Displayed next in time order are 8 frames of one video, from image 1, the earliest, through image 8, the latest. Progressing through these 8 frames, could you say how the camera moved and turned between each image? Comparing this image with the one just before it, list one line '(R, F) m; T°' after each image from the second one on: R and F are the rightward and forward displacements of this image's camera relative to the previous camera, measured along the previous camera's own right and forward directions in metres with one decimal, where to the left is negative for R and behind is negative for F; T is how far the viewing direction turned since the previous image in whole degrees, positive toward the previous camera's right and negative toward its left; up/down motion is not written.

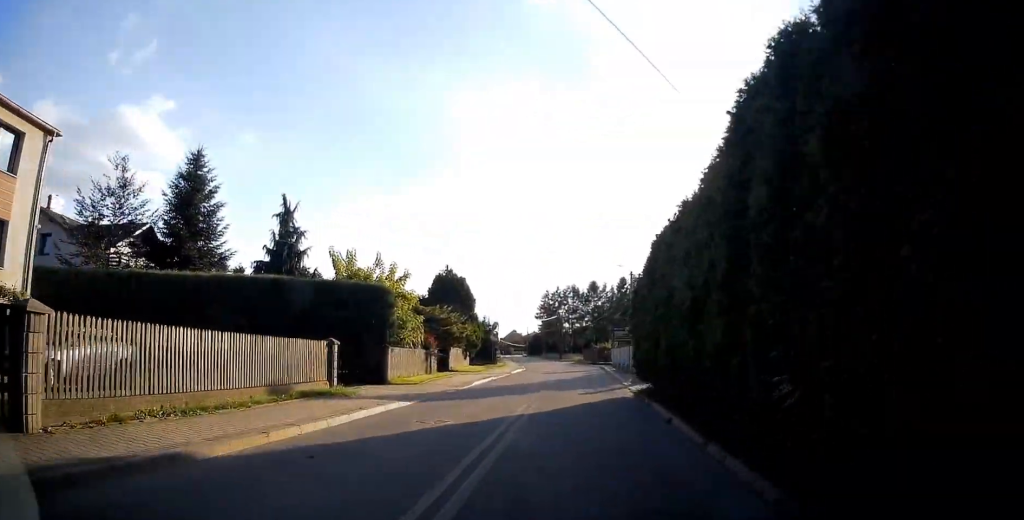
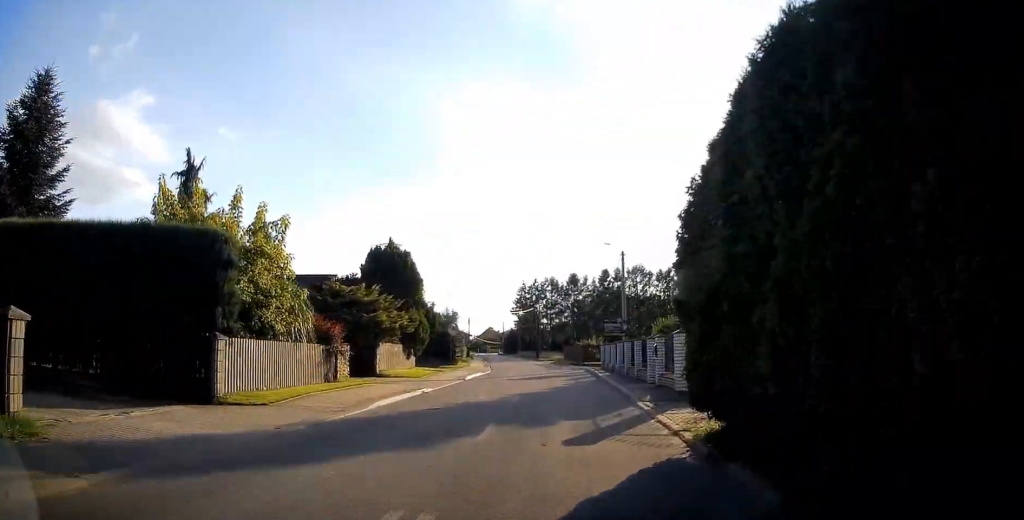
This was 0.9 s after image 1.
(+0.2, +8.9) m; 0°
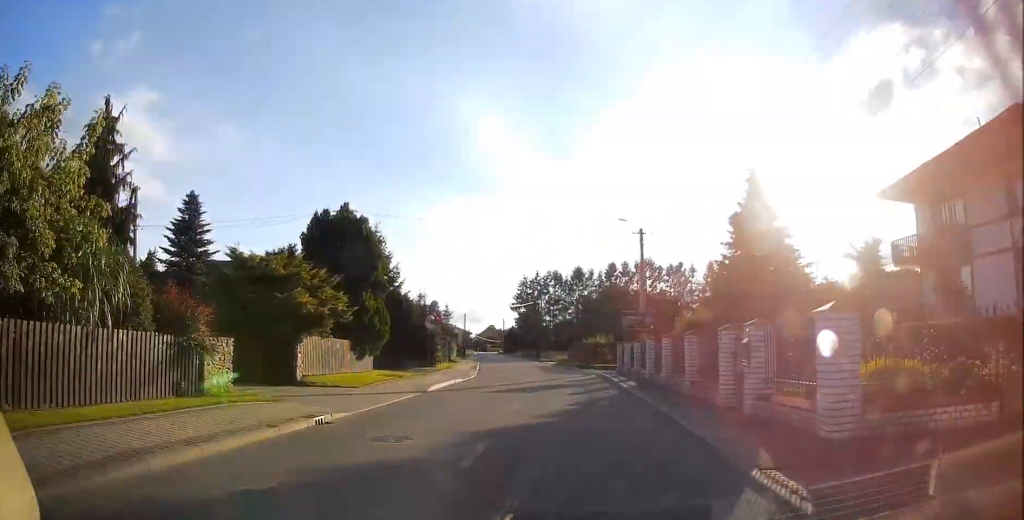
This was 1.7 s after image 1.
(-0.1, +6.4) m; -1°
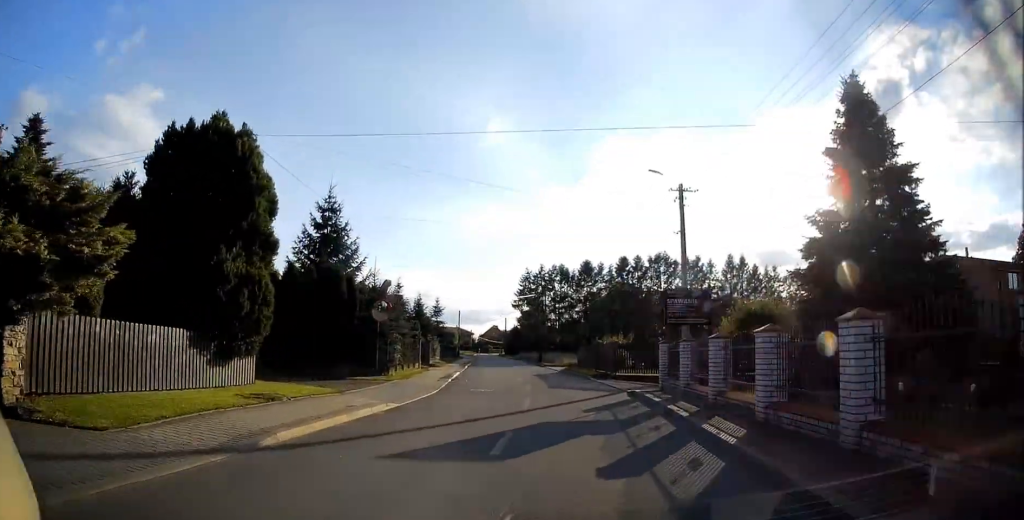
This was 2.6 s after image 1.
(-0.2, +7.7) m; -2°
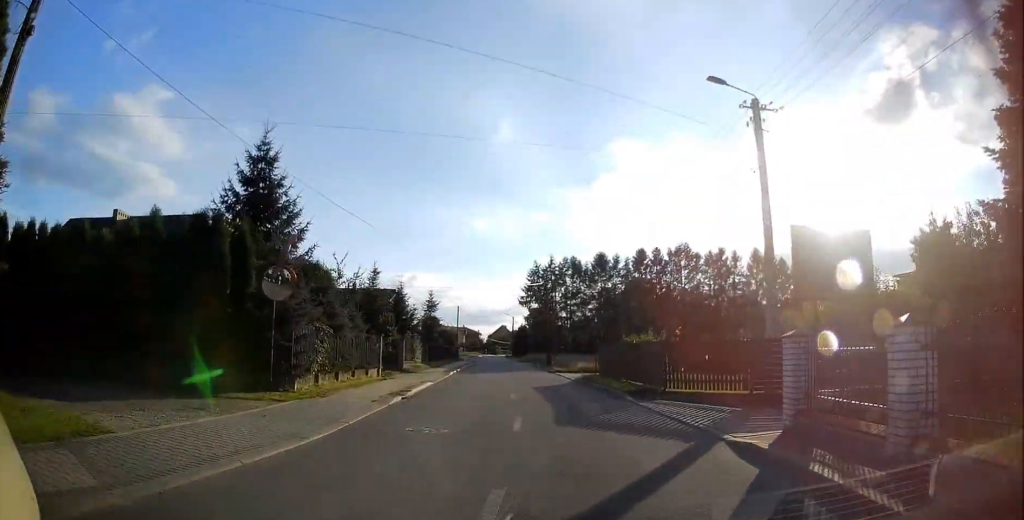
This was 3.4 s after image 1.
(-0.1, +7.2) m; -1°
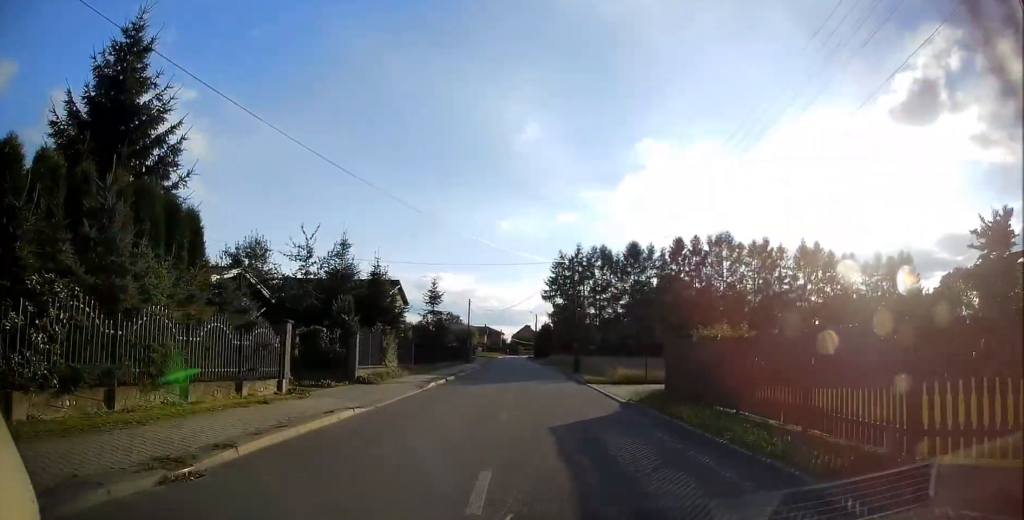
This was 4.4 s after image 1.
(0.0, +9.2) m; -2°
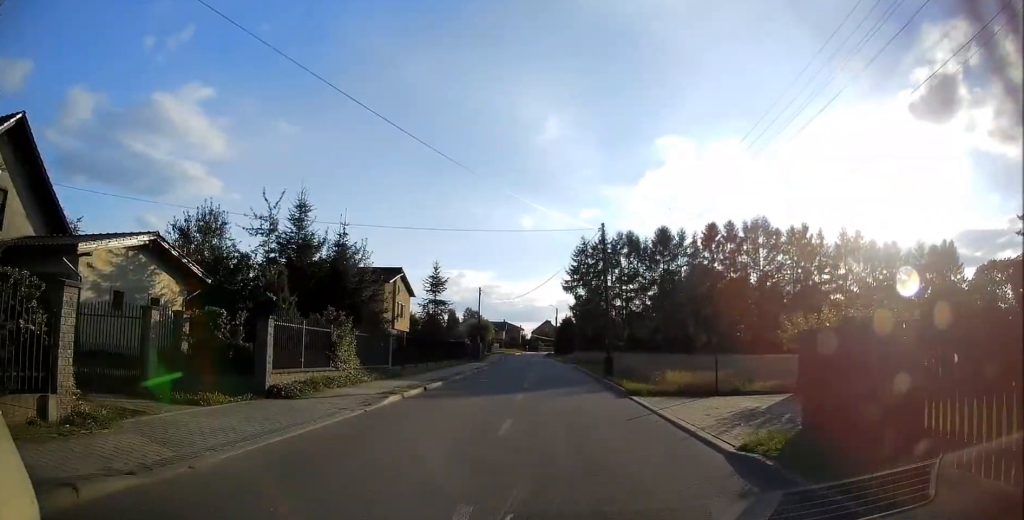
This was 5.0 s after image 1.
(-0.2, +7.4) m; -1°
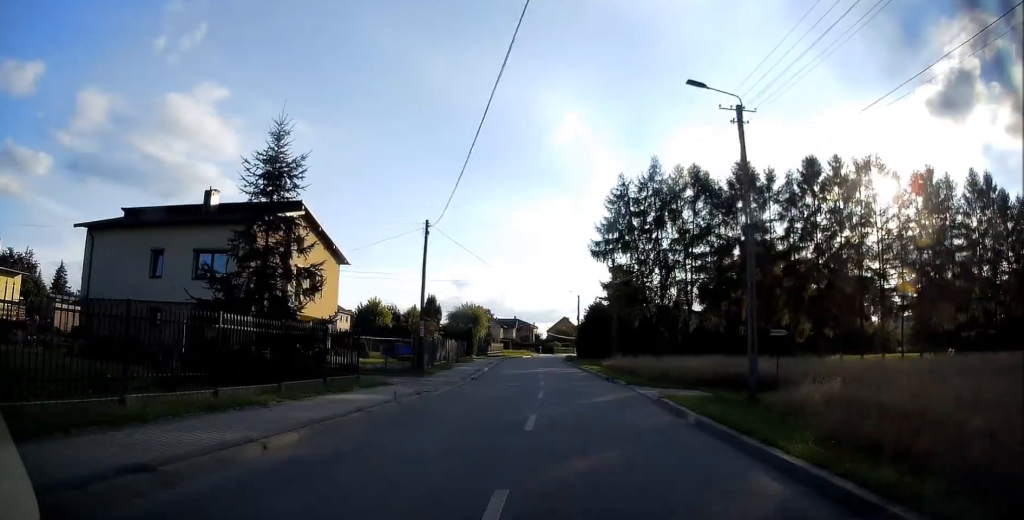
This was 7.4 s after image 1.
(-1.1, +29.0) m; -3°
